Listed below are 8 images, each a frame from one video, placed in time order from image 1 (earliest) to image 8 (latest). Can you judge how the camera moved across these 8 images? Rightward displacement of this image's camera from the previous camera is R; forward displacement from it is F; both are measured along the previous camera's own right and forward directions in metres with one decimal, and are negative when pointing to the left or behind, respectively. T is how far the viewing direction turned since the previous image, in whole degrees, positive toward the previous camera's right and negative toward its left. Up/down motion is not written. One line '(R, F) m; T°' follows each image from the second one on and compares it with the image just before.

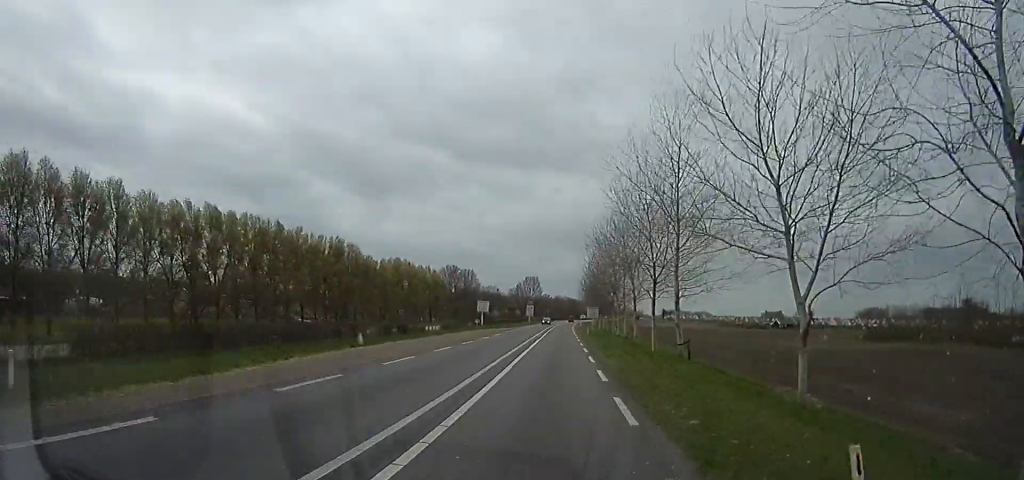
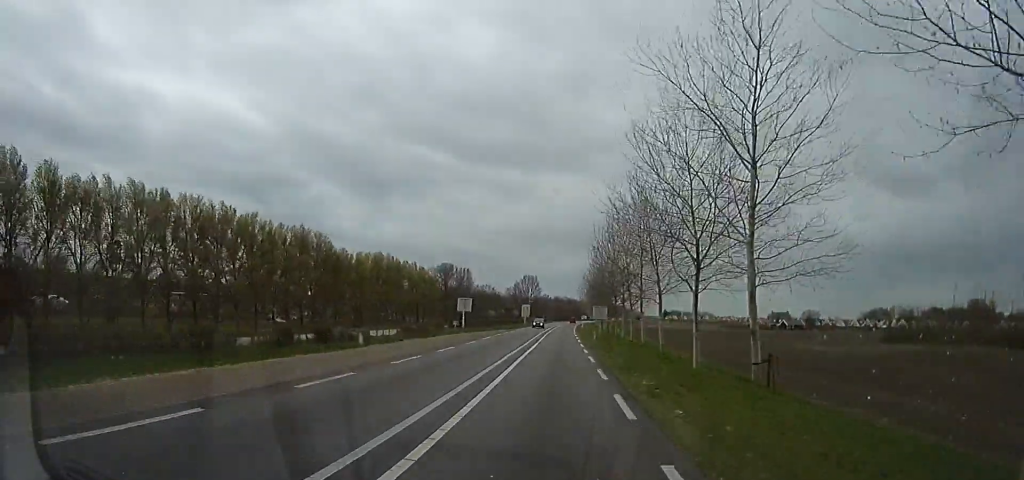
(0.0, +11.3) m; 0°
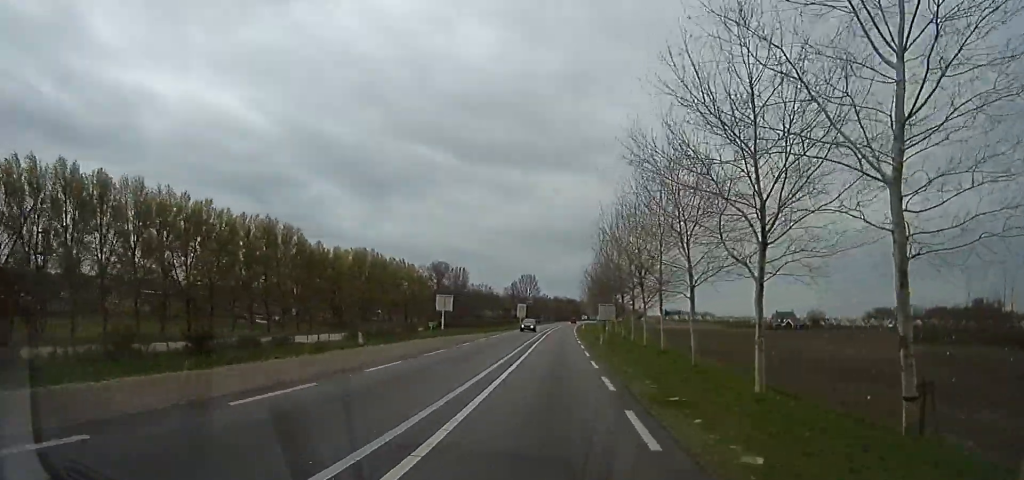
(0.0, +8.2) m; 0°
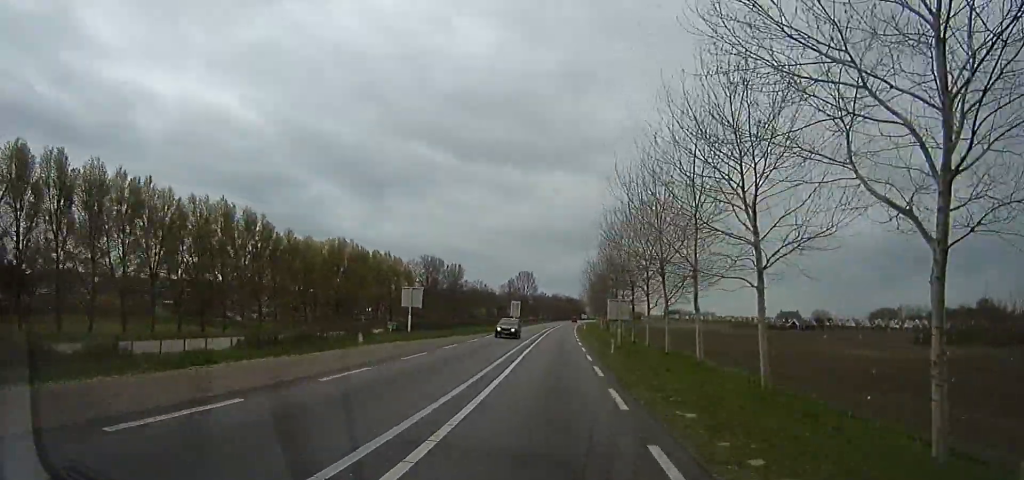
(0.0, +8.7) m; 0°
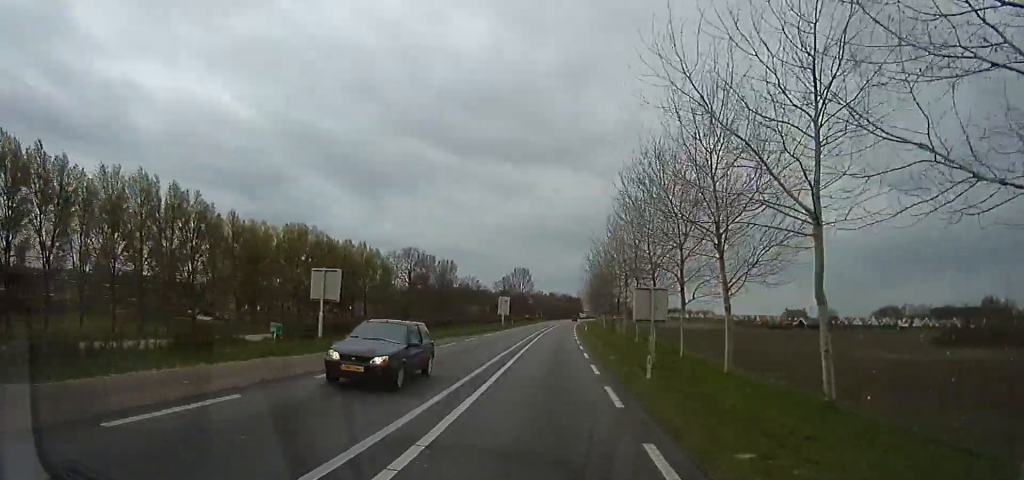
(0.0, +11.9) m; 0°
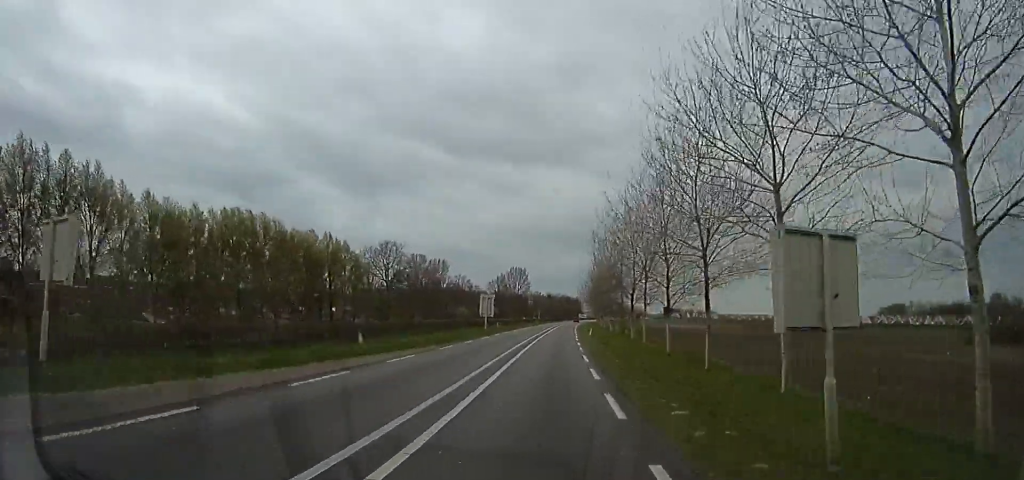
(0.0, +12.9) m; 0°
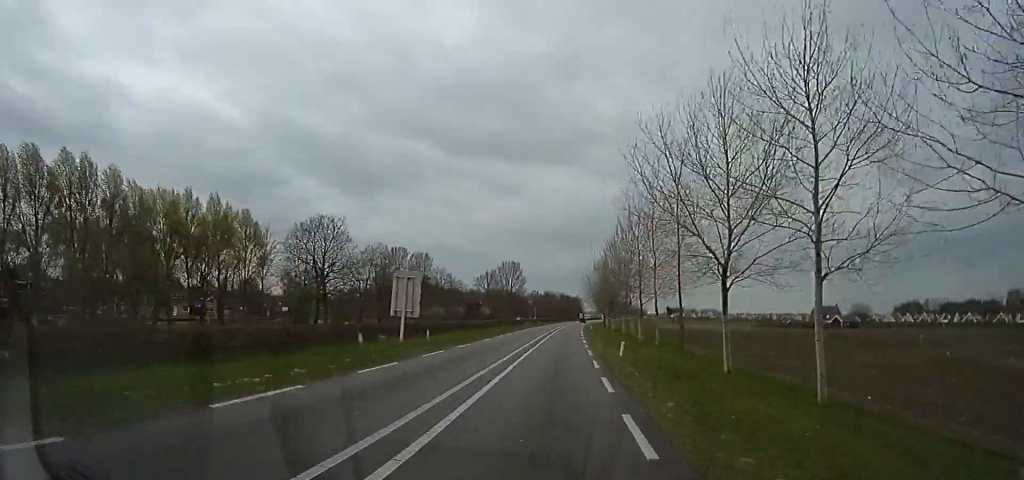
(-0.1, +26.4) m; -1°
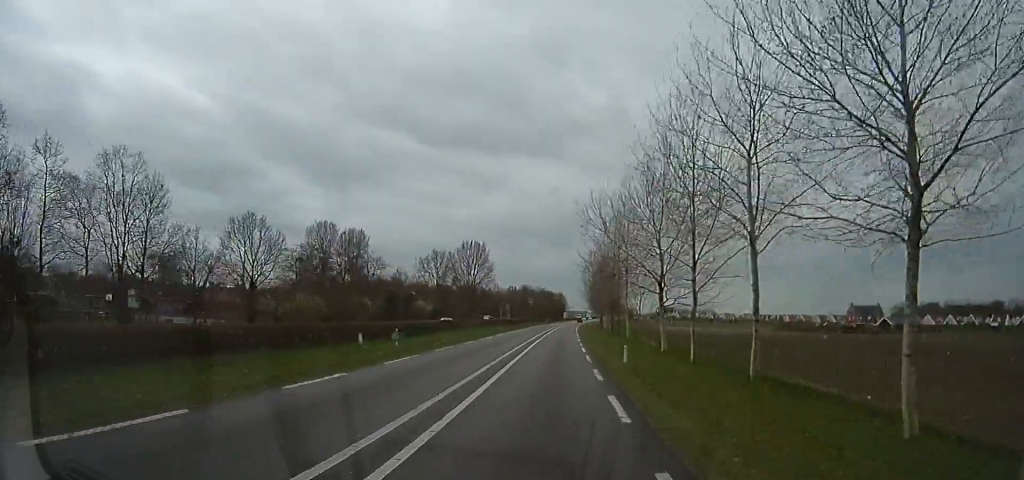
(-0.6, +51.5) m; +1°
